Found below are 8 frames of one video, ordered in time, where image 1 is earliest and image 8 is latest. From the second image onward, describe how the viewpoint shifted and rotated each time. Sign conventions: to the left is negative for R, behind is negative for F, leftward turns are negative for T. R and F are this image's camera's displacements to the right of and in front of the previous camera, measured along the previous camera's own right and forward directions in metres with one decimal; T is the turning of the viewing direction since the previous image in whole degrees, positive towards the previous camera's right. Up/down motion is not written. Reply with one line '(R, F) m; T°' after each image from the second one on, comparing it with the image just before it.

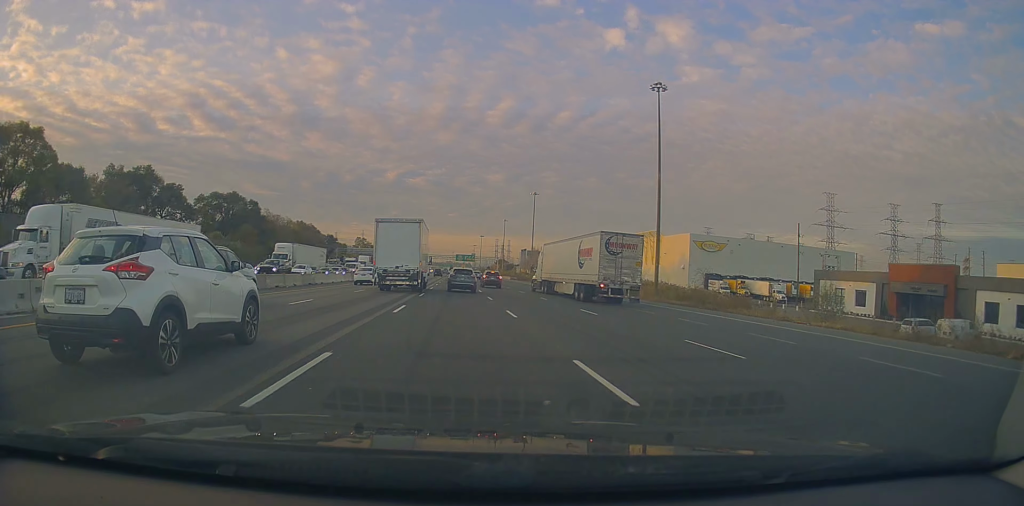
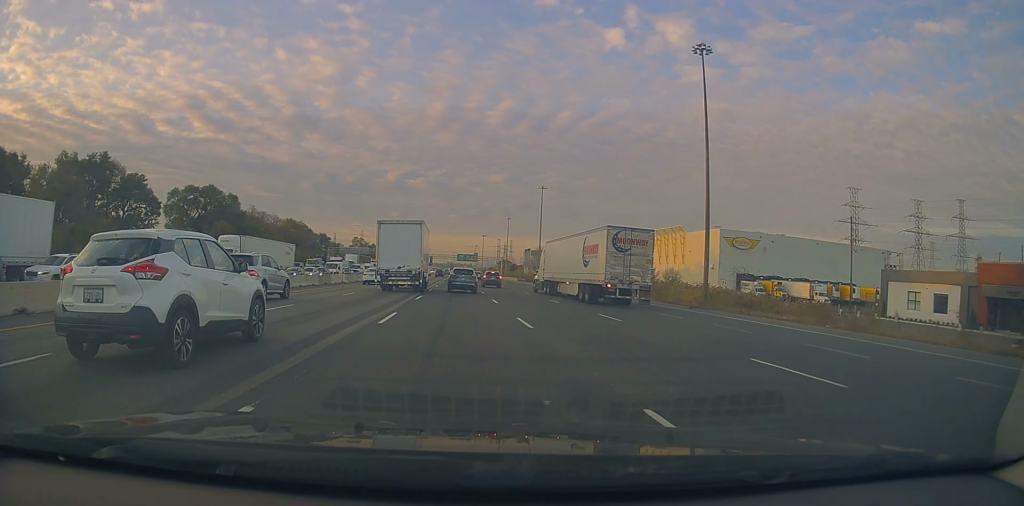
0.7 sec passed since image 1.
(-0.3, +15.2) m; 0°
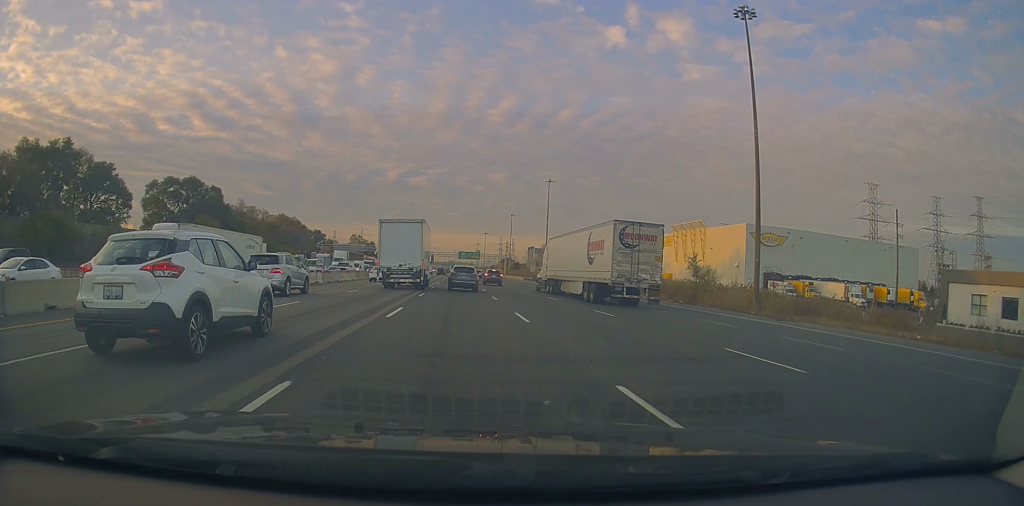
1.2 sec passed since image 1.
(0.0, +10.8) m; 0°
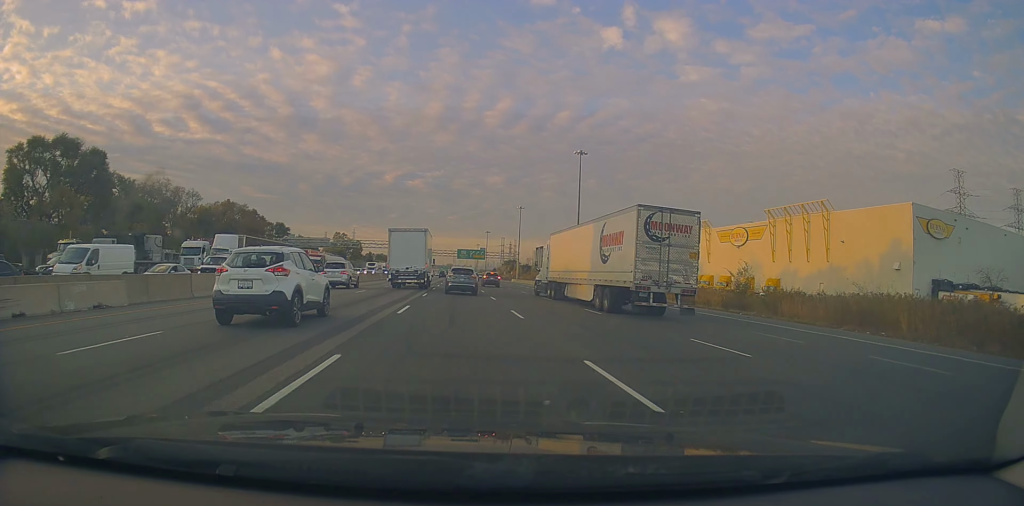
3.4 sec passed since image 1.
(+0.2, +45.5) m; 0°
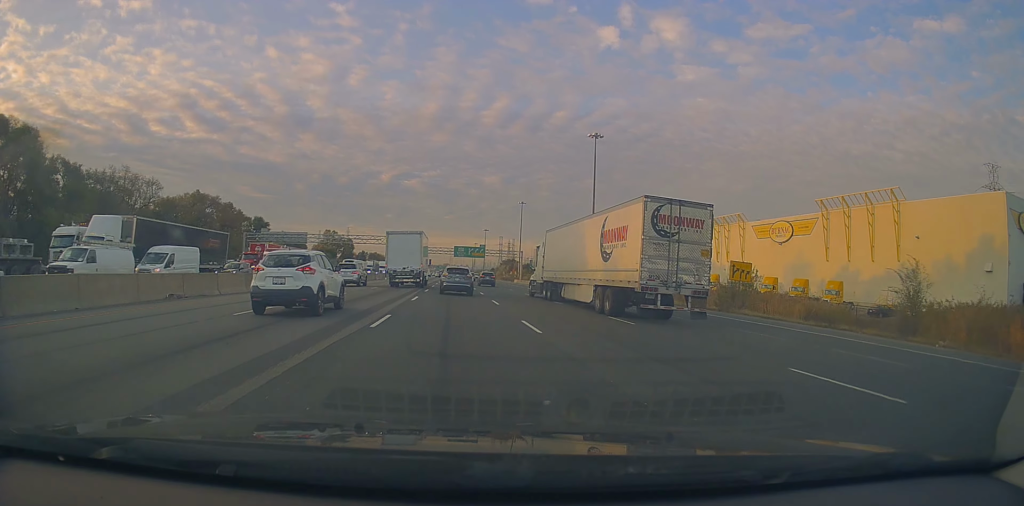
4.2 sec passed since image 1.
(+0.1, +16.5) m; 0°
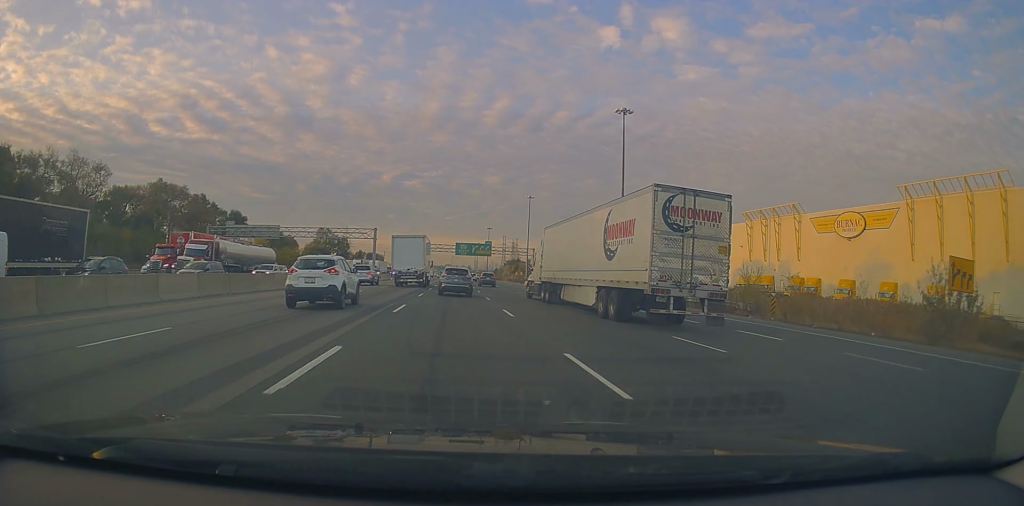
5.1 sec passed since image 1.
(+0.2, +18.5) m; -1°
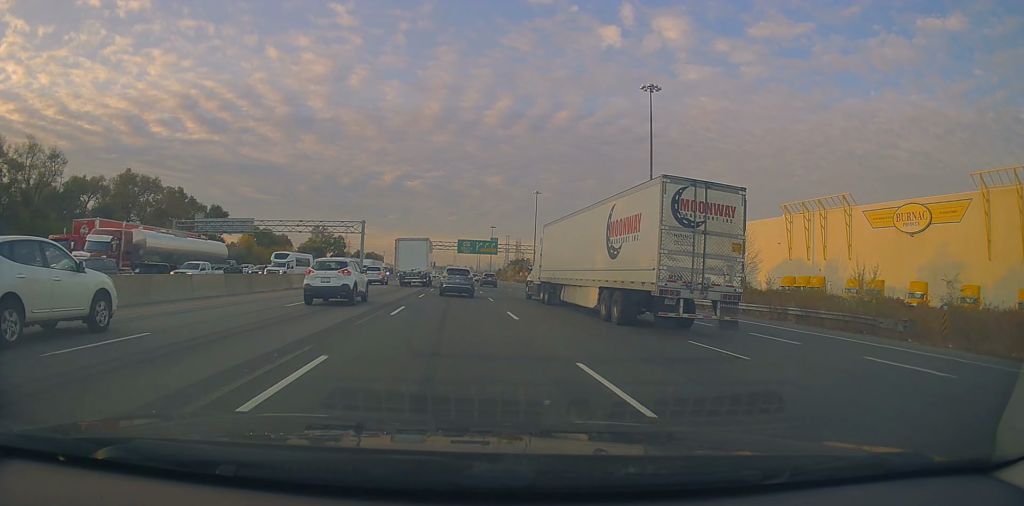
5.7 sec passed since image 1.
(-0.4, +12.9) m; -1°
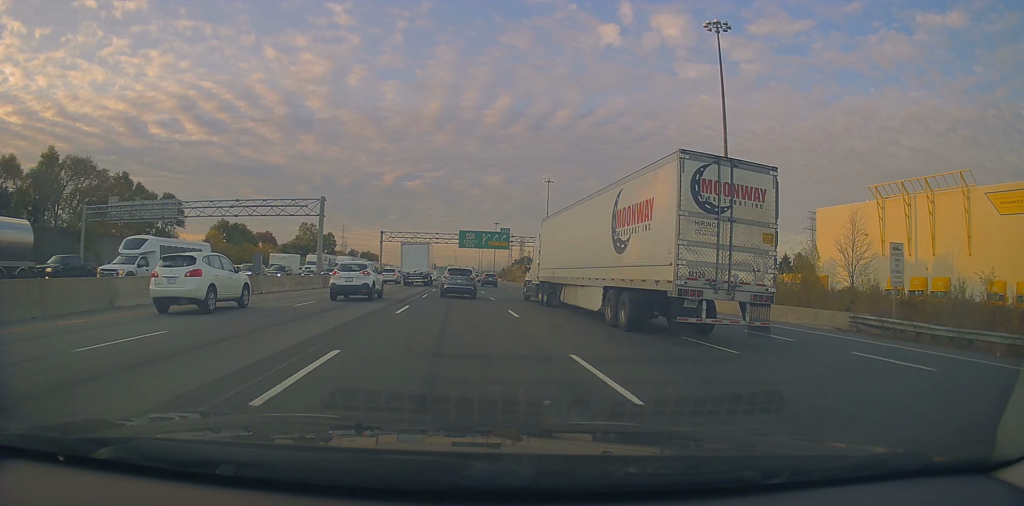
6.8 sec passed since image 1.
(+0.1, +23.2) m; +1°
